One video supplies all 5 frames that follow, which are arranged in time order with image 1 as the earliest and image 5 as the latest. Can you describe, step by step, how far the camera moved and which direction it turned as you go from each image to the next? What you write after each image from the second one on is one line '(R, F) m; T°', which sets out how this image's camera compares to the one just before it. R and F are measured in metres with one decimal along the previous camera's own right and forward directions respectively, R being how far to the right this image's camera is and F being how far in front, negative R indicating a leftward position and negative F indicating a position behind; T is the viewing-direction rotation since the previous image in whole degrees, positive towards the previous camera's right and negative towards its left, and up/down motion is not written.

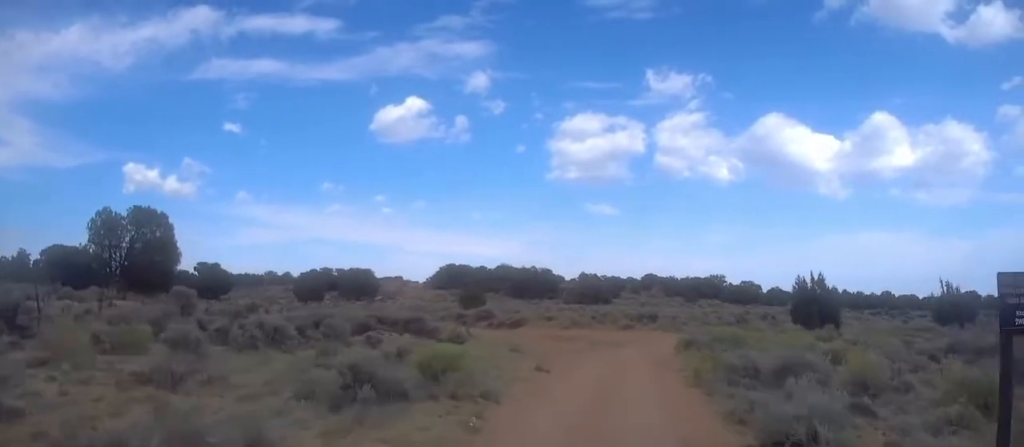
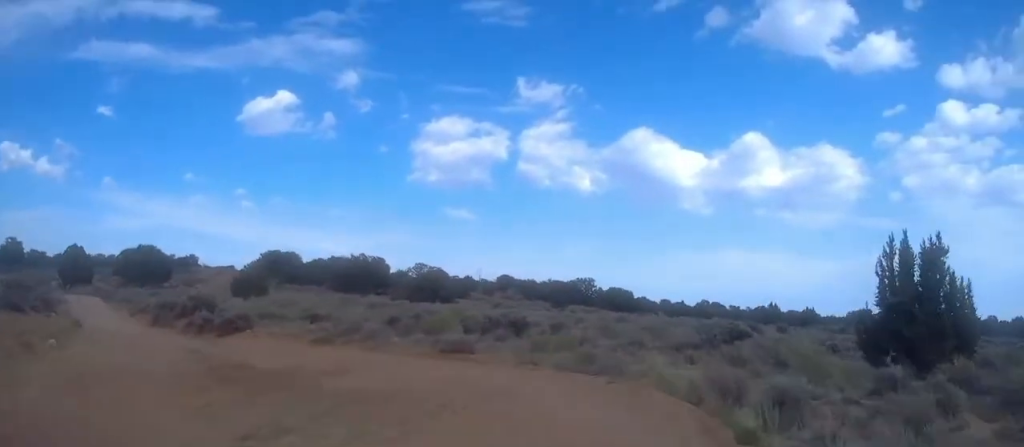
(+2.5, +31.5) m; +7°
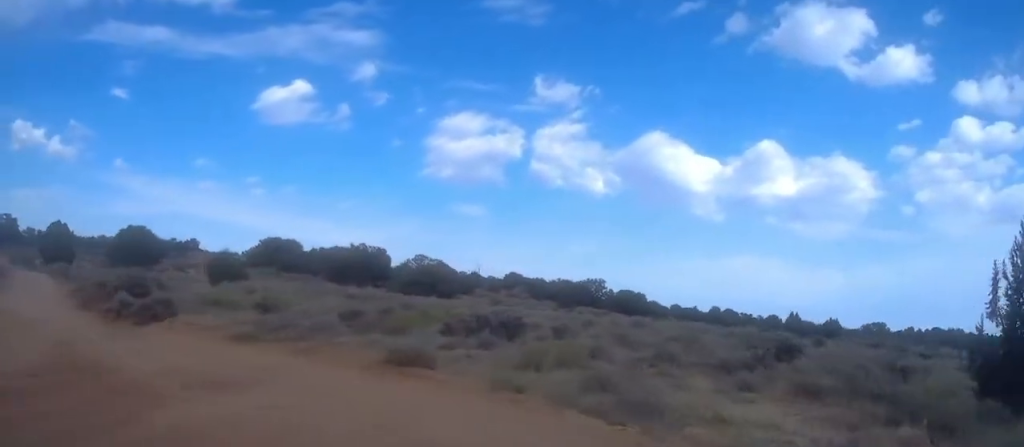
(-0.1, +5.0) m; -6°
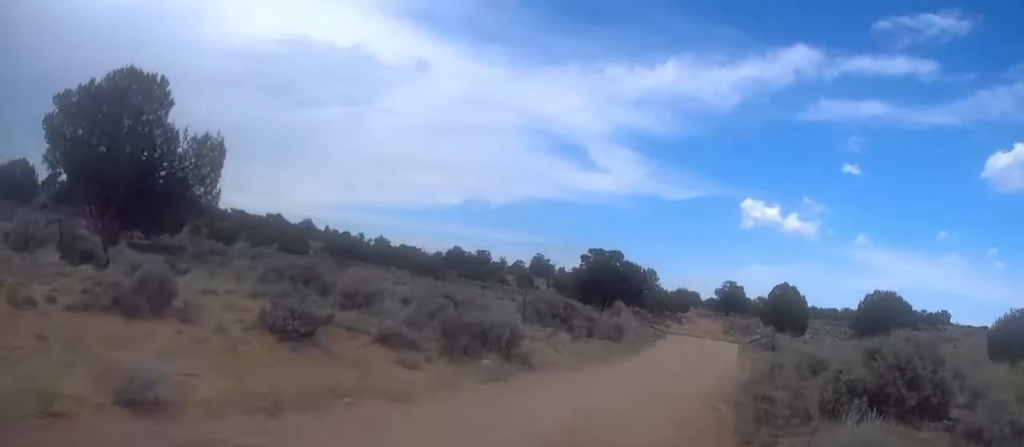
(-4.5, +15.8) m; -35°
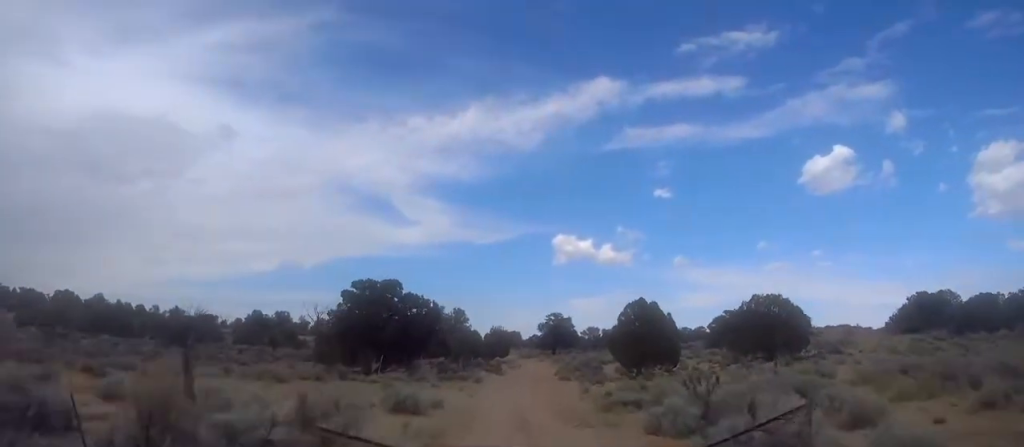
(-2.3, +18.8) m; -7°
